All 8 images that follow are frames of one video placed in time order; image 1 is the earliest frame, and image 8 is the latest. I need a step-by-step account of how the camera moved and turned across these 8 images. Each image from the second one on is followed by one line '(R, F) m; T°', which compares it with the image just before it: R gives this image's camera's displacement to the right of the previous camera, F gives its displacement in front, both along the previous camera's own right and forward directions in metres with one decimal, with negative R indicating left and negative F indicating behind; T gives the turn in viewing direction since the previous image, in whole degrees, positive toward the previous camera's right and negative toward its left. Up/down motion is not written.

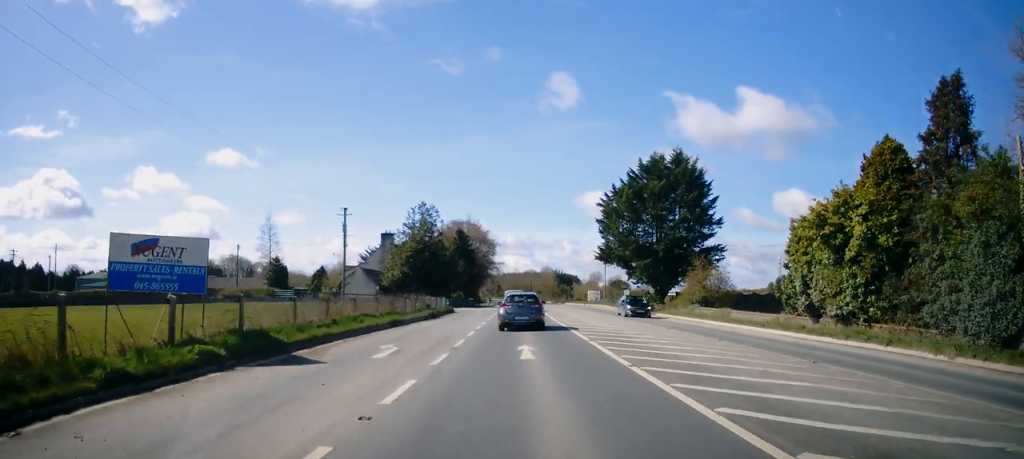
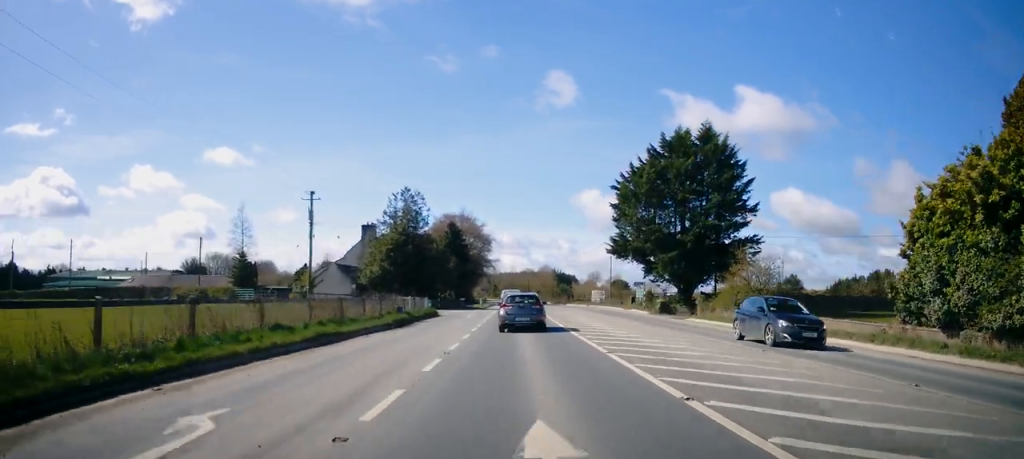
(0.0, +9.5) m; 0°
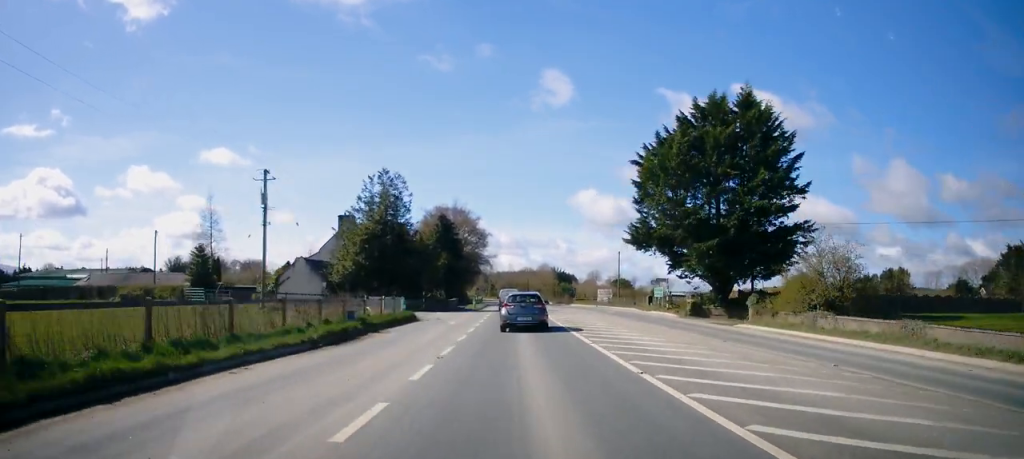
(0.0, +9.5) m; -1°
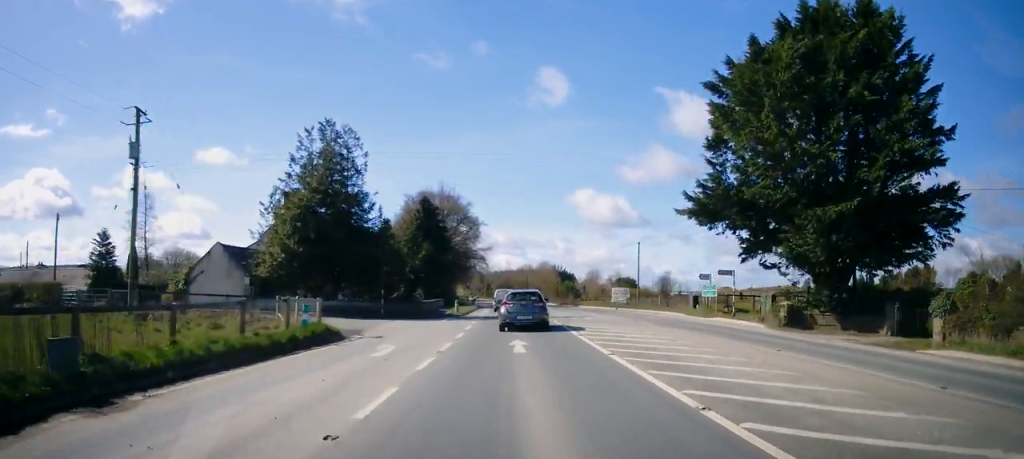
(-0.2, +15.7) m; 0°
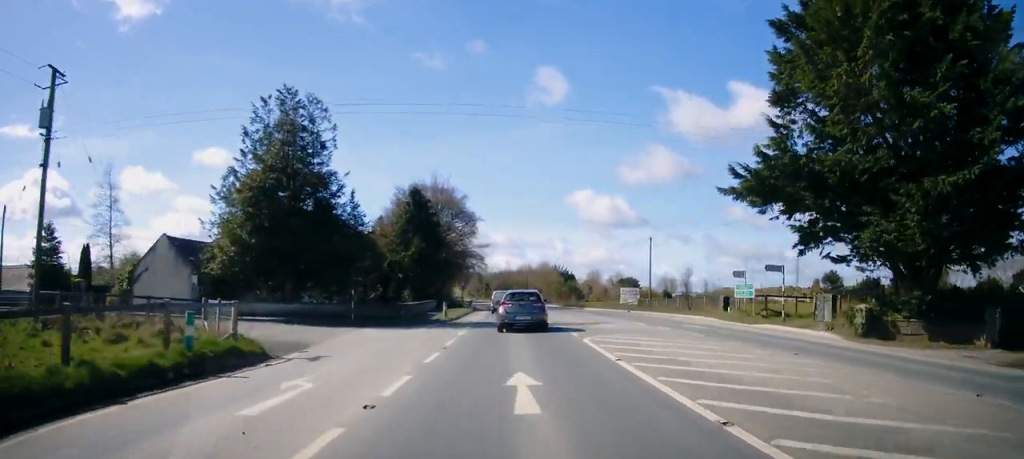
(-0.1, +6.8) m; 0°
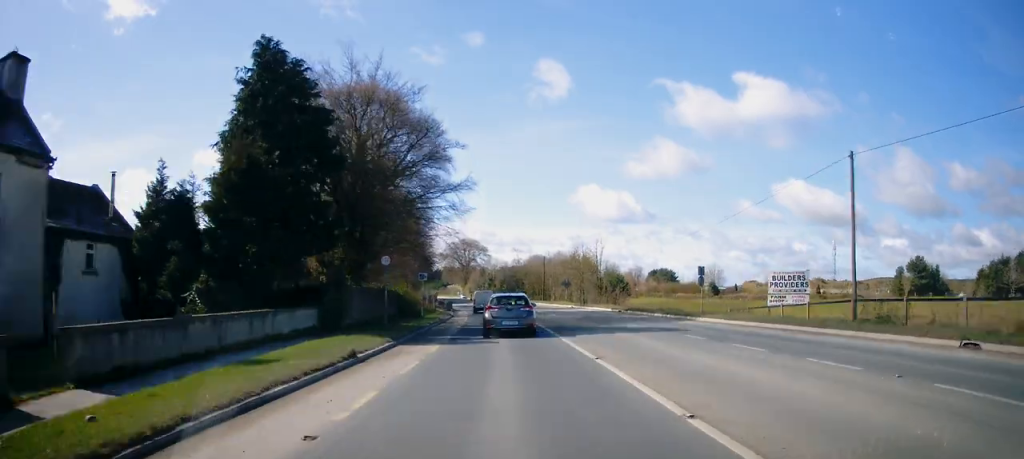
(+0.3, +41.9) m; -1°
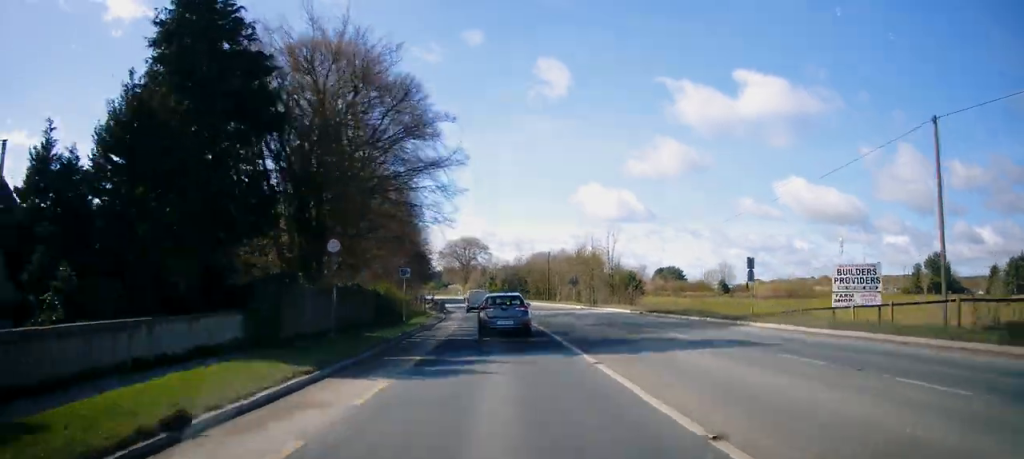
(-0.1, +6.9) m; 0°
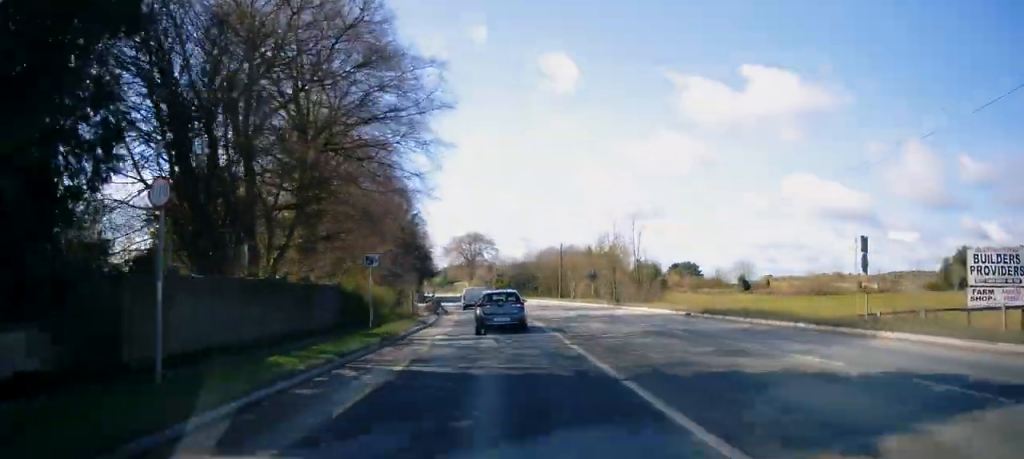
(-0.3, +8.8) m; -1°
